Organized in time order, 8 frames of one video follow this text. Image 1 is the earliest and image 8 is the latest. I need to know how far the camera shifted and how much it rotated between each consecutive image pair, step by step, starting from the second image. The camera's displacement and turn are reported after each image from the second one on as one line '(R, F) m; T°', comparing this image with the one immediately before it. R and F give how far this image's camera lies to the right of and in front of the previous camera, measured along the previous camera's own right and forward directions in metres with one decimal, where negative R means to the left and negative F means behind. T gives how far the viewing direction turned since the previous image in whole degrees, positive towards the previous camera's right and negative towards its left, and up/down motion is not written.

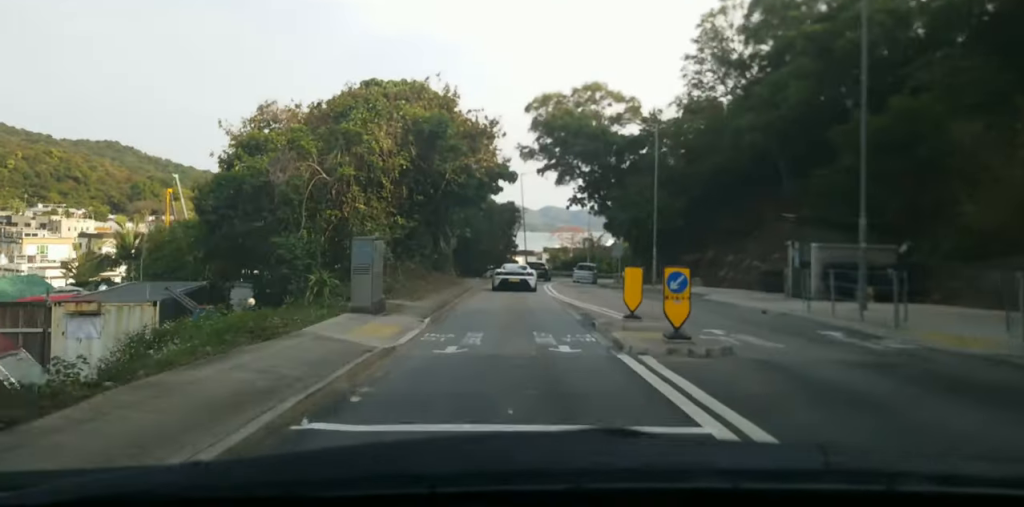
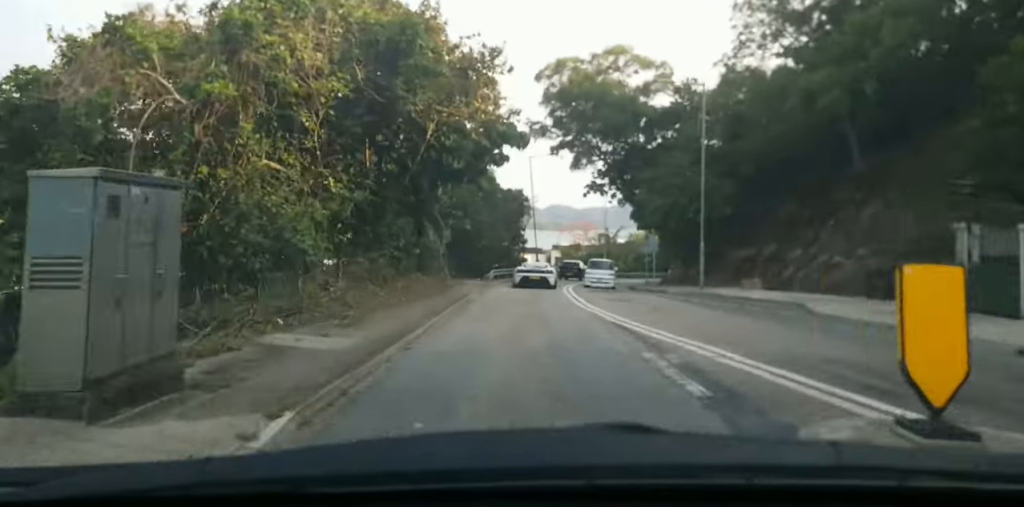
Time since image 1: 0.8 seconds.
(0.0, +10.3) m; 0°
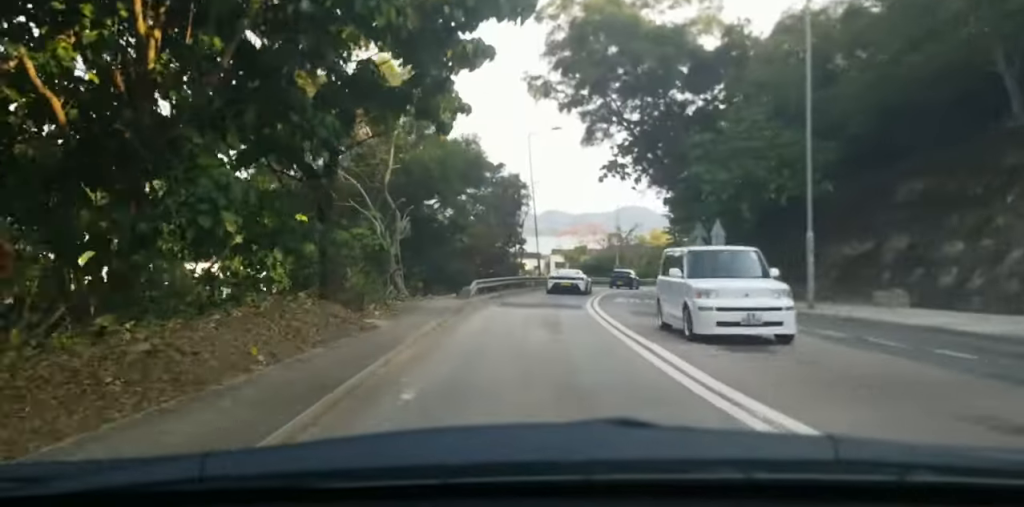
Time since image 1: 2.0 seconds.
(0.0, +14.4) m; 0°
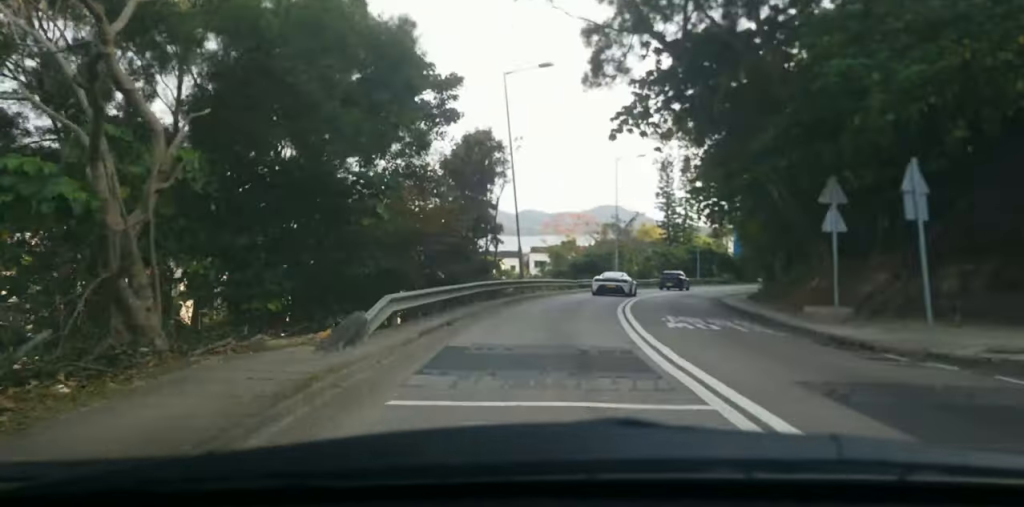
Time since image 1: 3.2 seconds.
(+0.2, +15.6) m; +2°
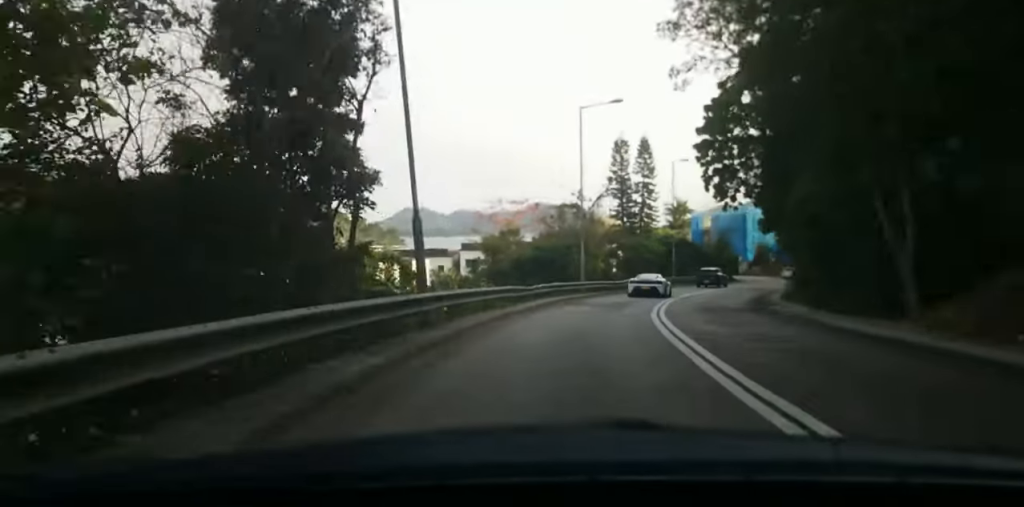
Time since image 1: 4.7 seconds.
(+0.8, +19.0) m; +6°
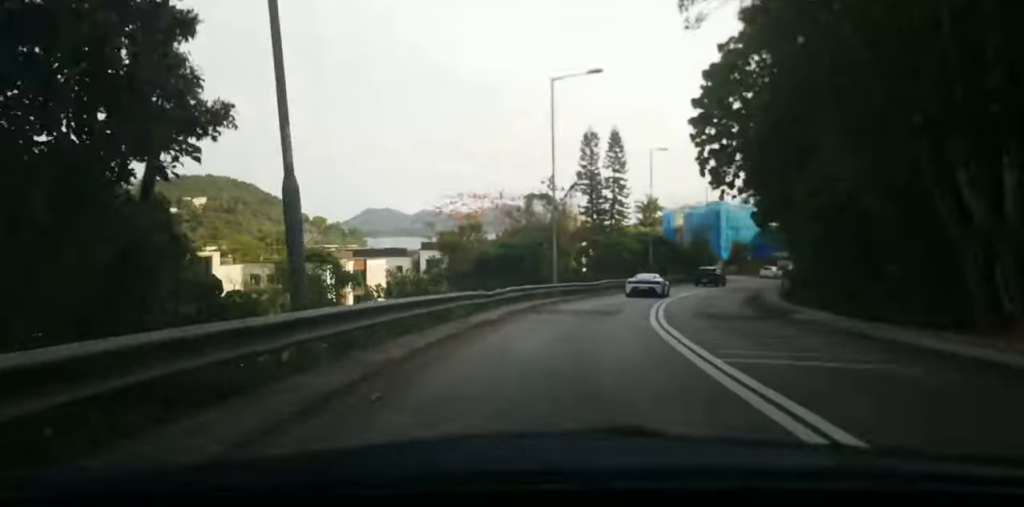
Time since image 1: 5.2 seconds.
(+0.1, +5.7) m; +2°
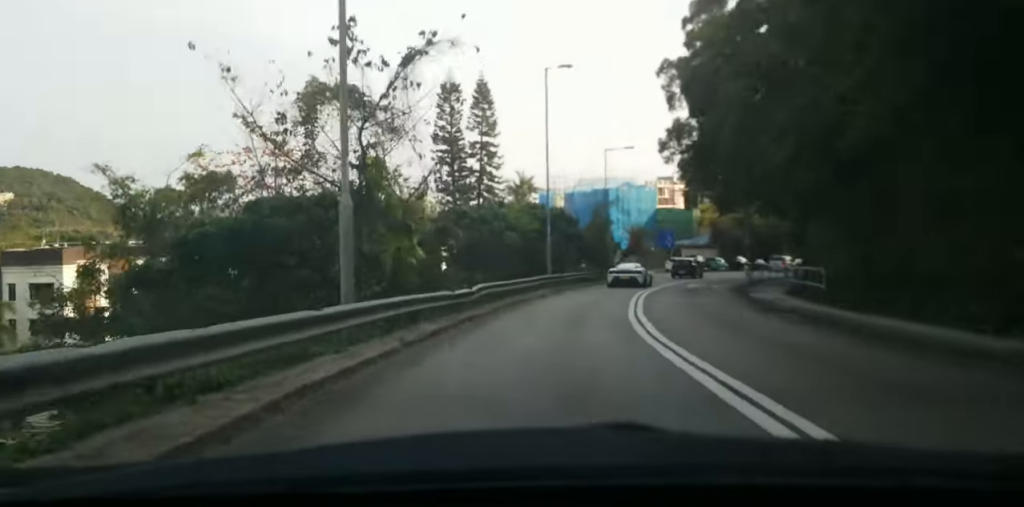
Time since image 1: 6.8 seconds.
(+0.9, +22.0) m; +5°
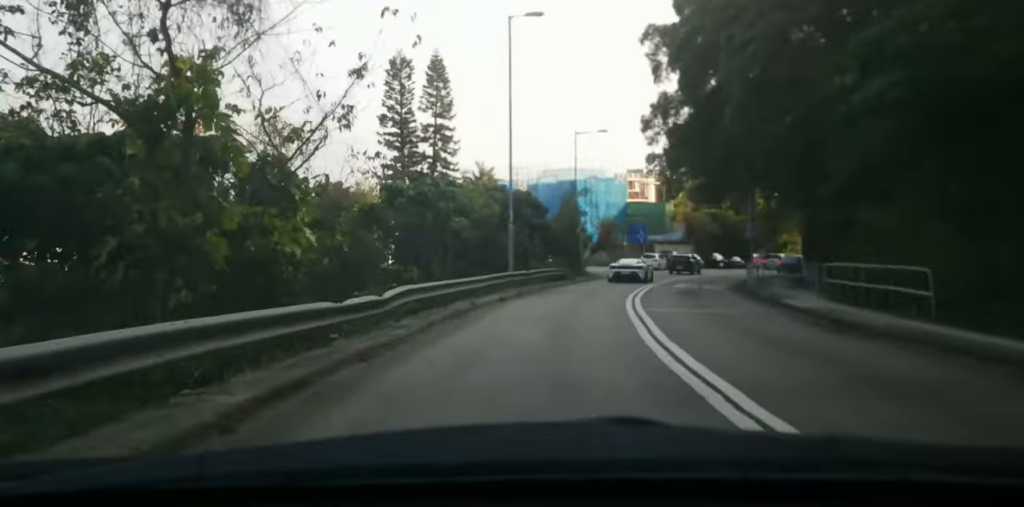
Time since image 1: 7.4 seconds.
(+0.3, +7.8) m; +5°
